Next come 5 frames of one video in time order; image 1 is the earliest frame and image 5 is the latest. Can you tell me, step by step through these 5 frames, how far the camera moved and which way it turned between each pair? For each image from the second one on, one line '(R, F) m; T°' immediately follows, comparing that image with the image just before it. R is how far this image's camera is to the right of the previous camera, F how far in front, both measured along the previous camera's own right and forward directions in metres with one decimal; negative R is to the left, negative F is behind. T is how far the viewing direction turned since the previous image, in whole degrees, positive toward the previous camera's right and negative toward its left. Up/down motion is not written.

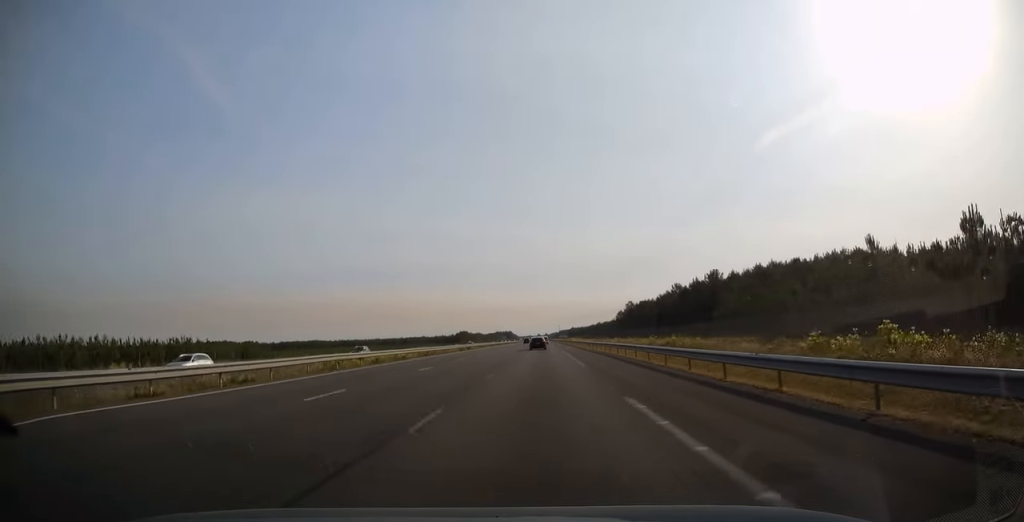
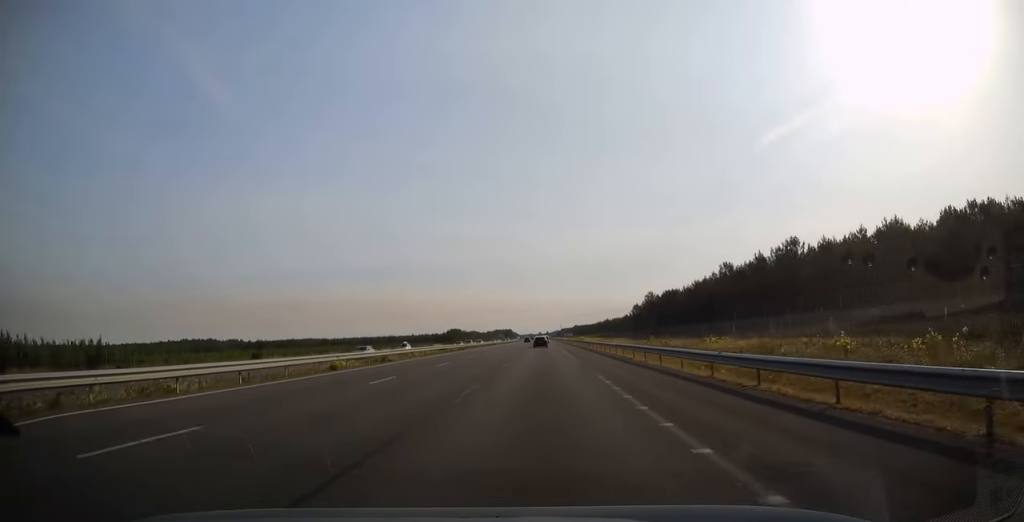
(-0.3, +46.9) m; 0°
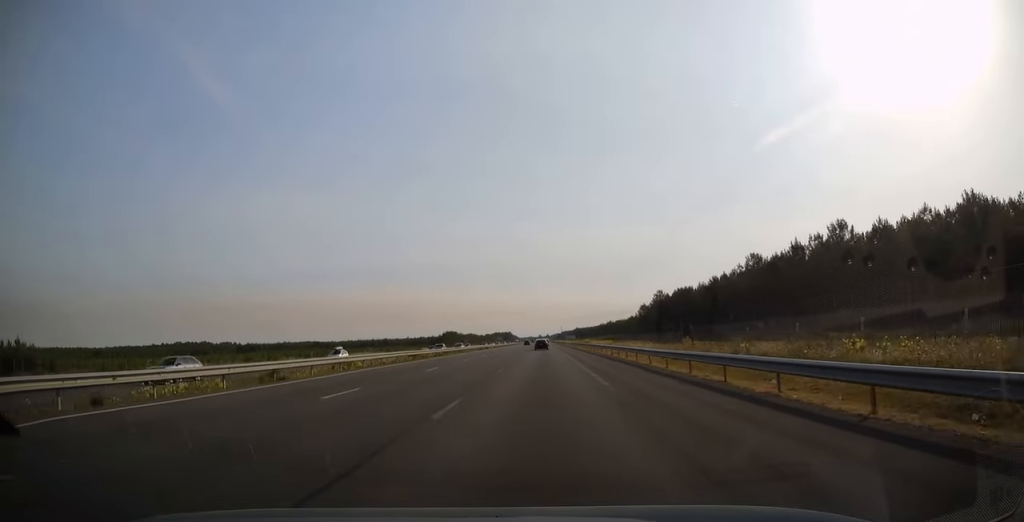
(+0.1, +17.3) m; 0°
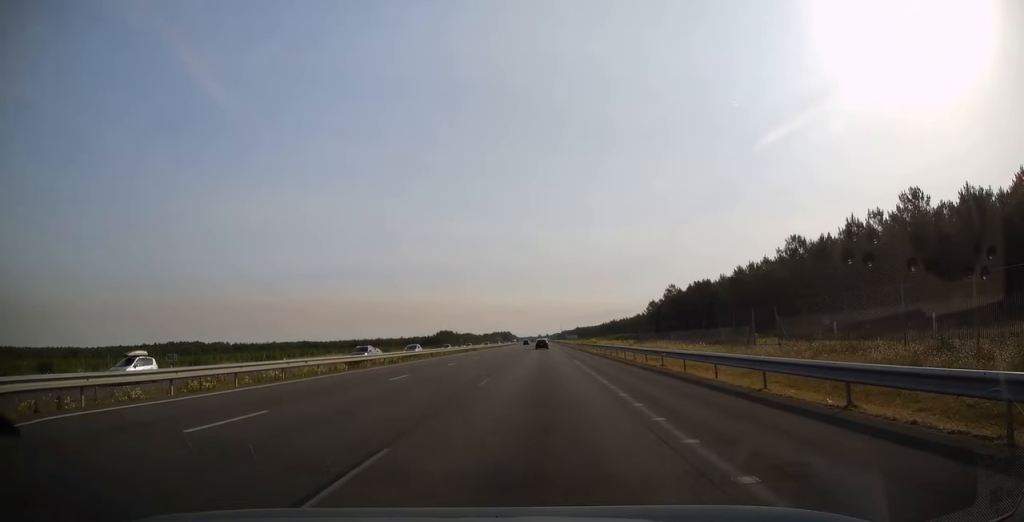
(+0.1, +19.2) m; 0°
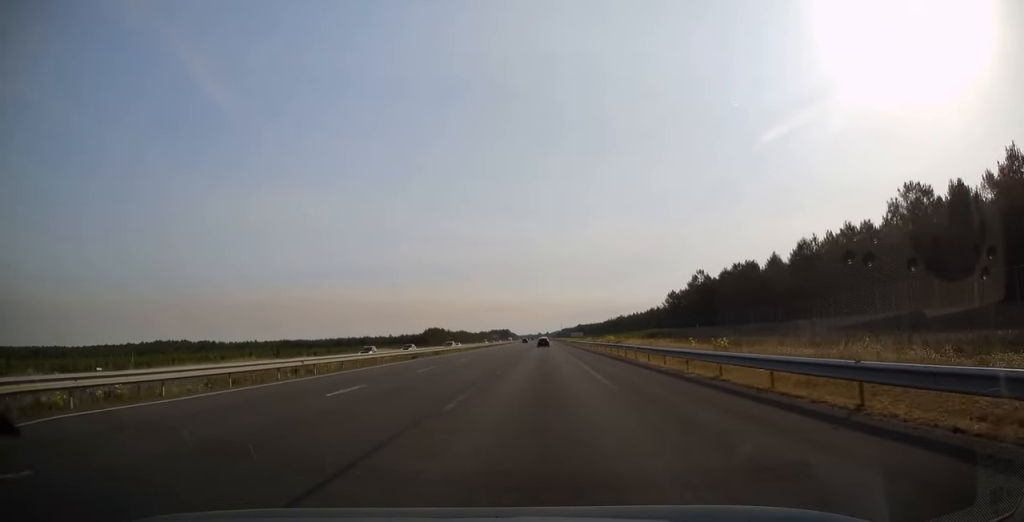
(0.0, +32.4) m; 0°
